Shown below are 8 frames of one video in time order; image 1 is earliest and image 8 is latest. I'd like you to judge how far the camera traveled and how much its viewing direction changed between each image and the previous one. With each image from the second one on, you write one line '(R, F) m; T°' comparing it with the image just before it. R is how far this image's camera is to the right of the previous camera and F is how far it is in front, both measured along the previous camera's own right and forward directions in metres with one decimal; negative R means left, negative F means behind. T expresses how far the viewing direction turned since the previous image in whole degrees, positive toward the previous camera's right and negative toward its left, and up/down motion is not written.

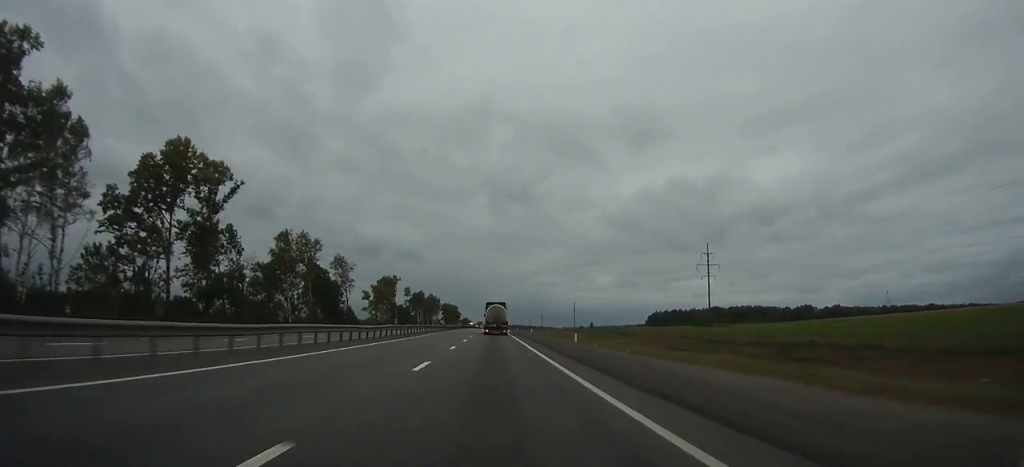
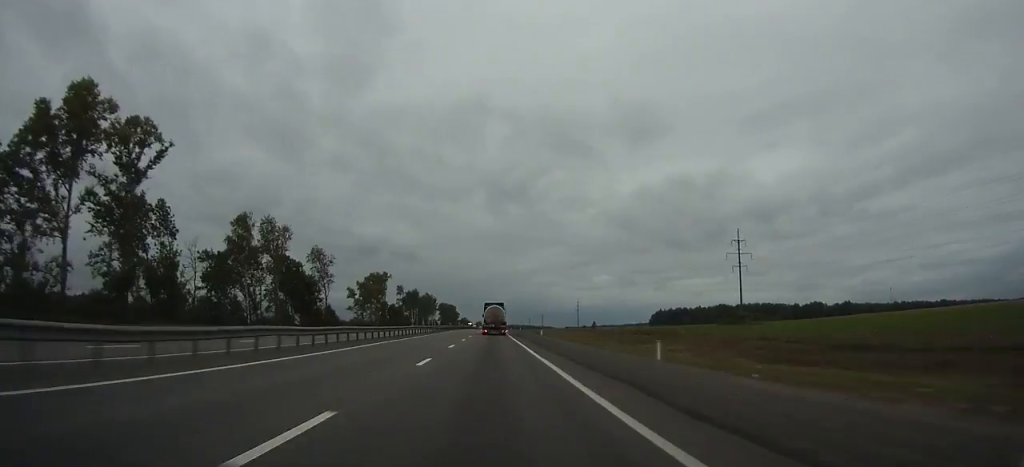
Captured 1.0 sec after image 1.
(+0.1, +21.9) m; 0°
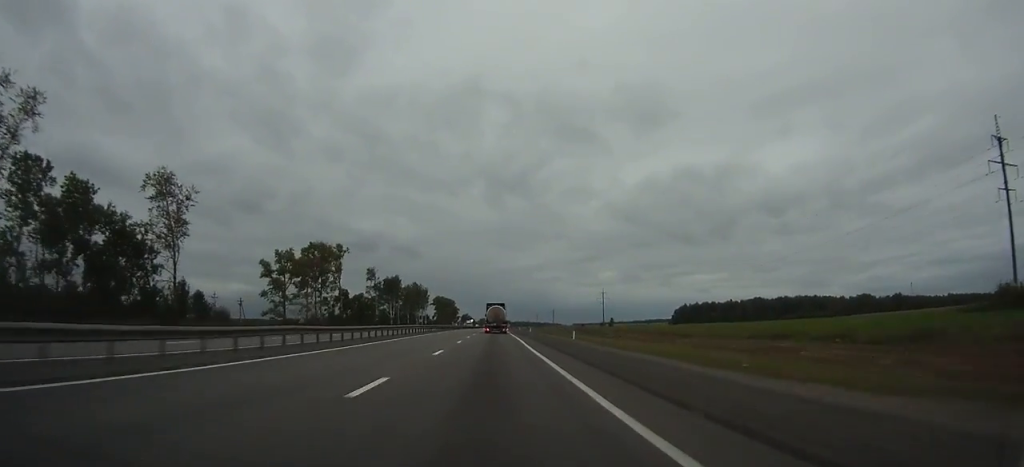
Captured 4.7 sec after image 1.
(-0.3, +79.7) m; 0°
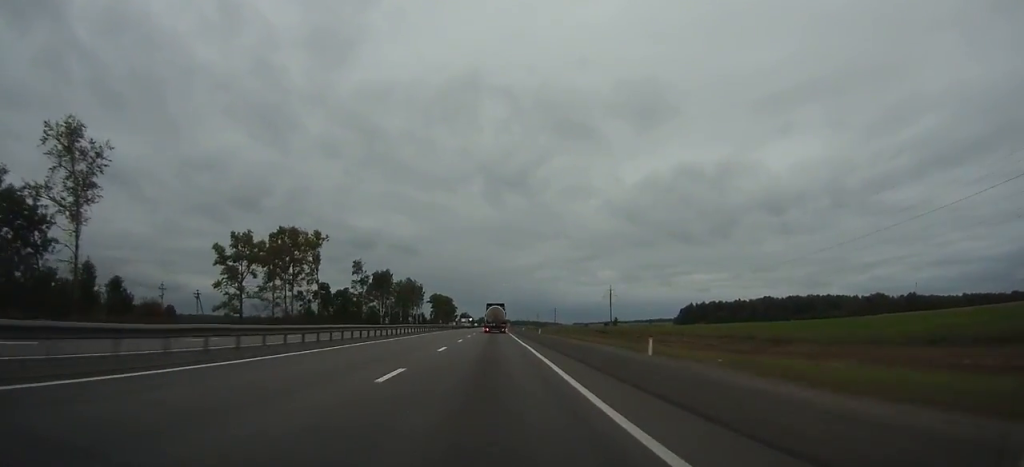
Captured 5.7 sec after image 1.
(-0.1, +21.7) m; 0°
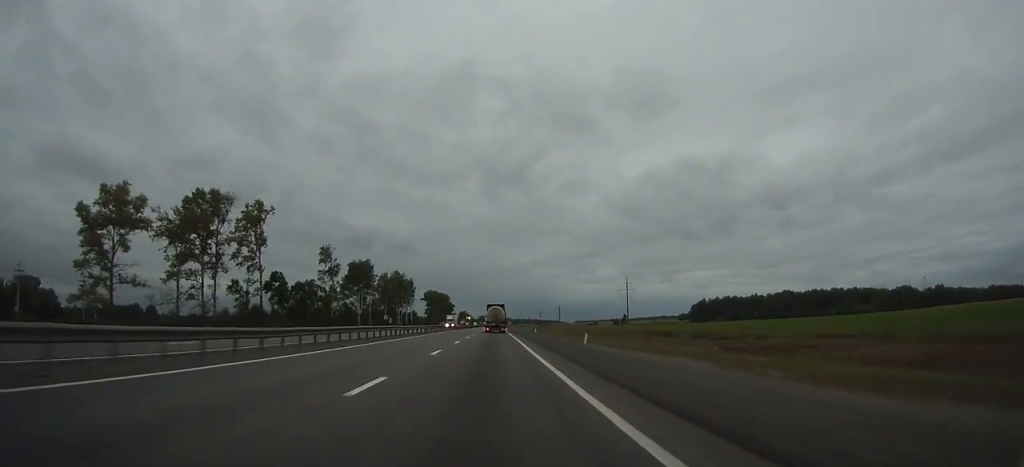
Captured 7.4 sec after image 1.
(+0.2, +37.6) m; 0°
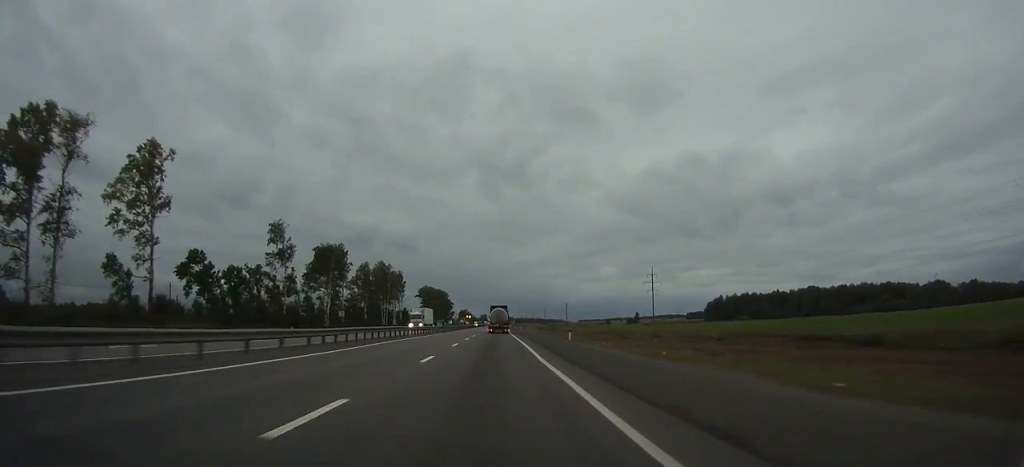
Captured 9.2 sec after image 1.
(0.0, +39.2) m; 0°
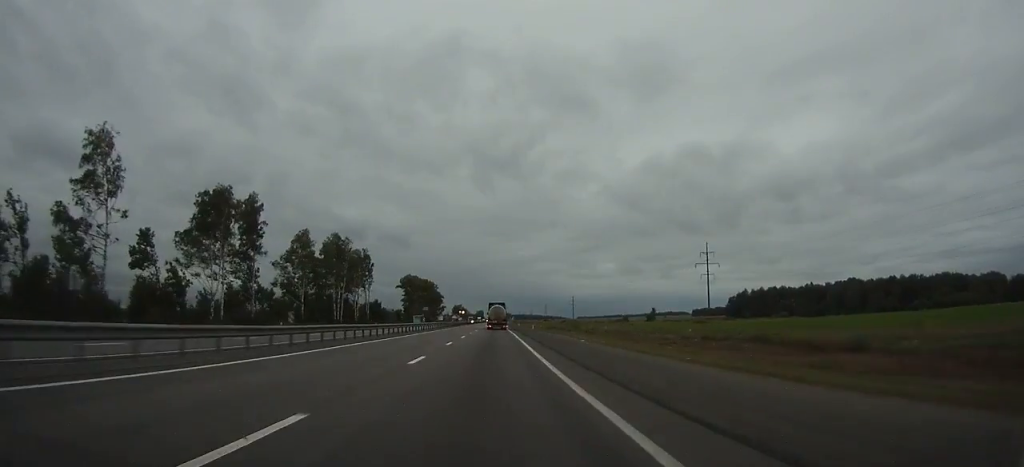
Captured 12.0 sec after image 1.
(-0.2, +61.7) m; 0°
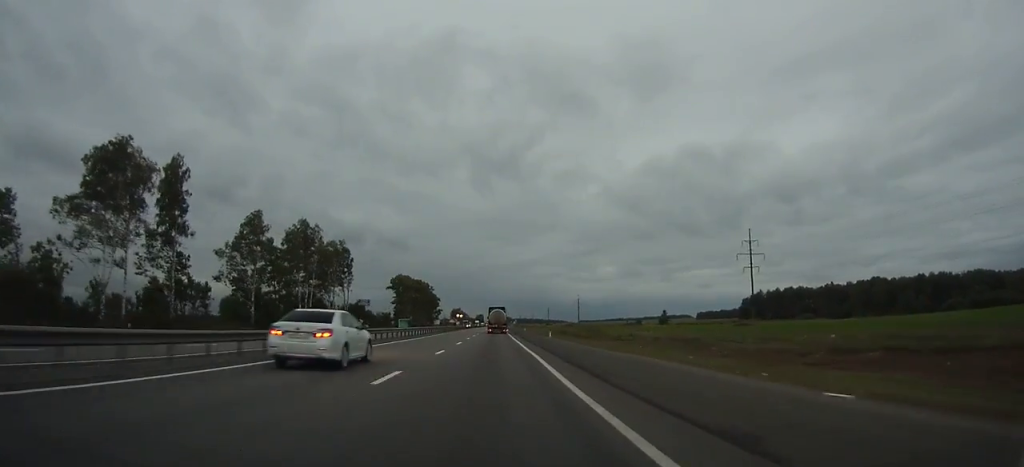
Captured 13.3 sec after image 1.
(0.0, +28.3) m; 0°
